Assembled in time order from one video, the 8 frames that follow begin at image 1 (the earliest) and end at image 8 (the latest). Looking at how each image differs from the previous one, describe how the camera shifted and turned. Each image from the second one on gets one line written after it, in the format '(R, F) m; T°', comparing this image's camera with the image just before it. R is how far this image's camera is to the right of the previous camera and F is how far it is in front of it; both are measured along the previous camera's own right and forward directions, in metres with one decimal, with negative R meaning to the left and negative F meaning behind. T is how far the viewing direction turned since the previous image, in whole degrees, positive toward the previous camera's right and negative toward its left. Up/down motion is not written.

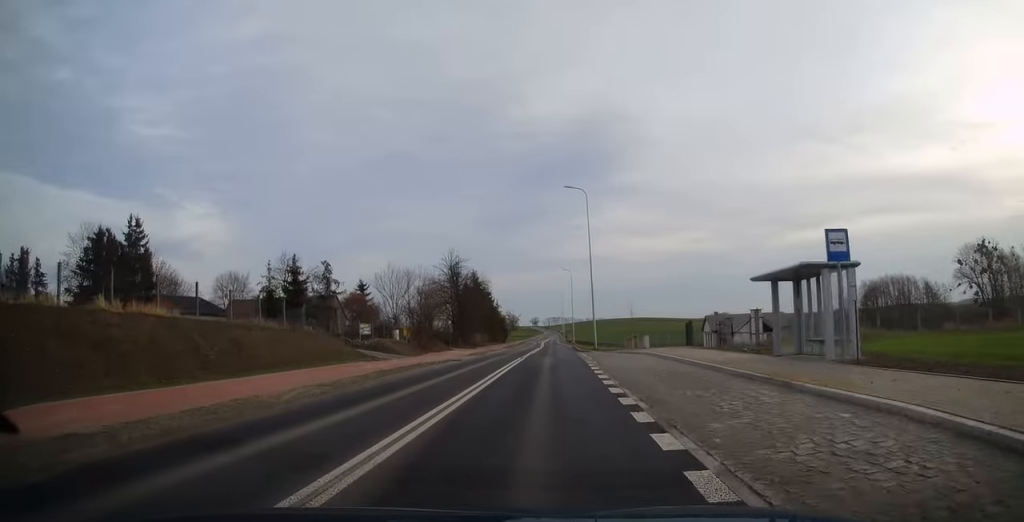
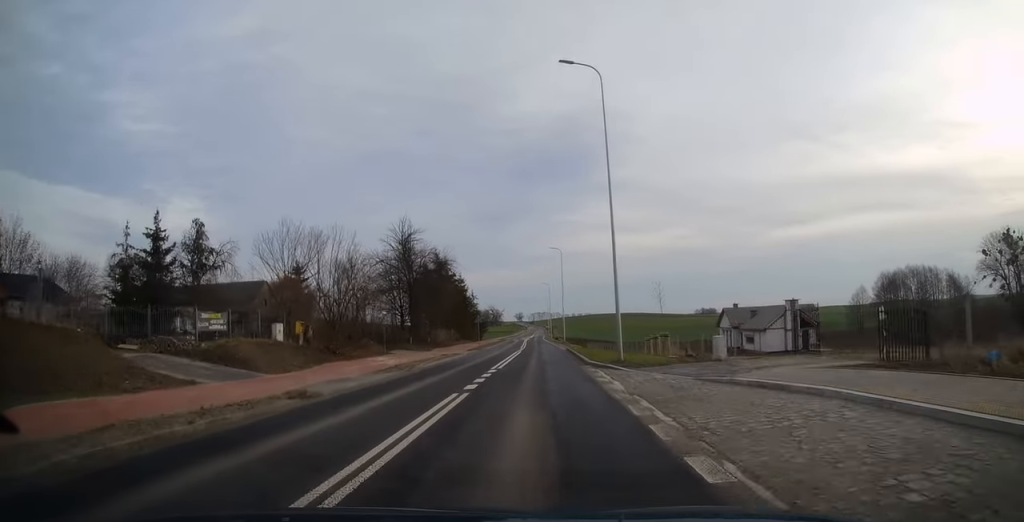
(0.0, +19.7) m; +1°
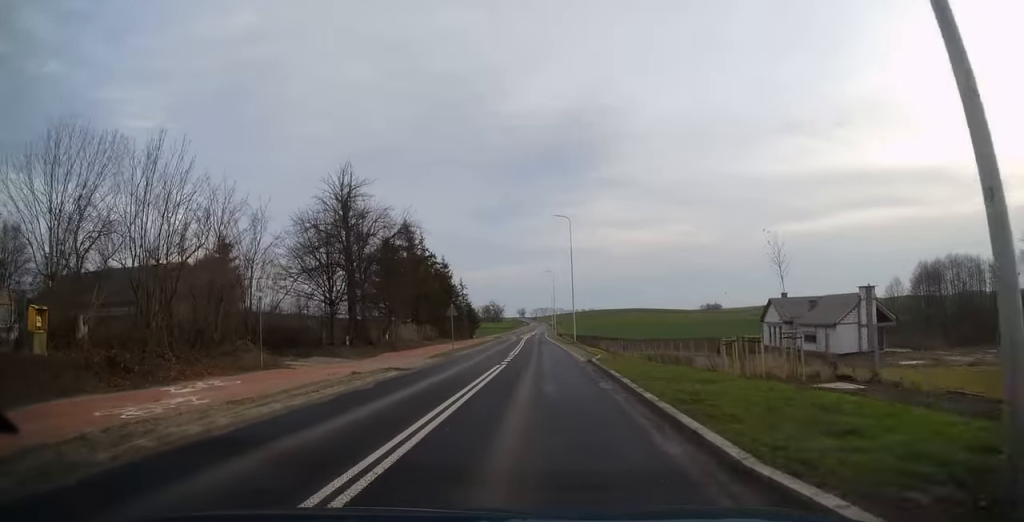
(+0.2, +18.3) m; +1°
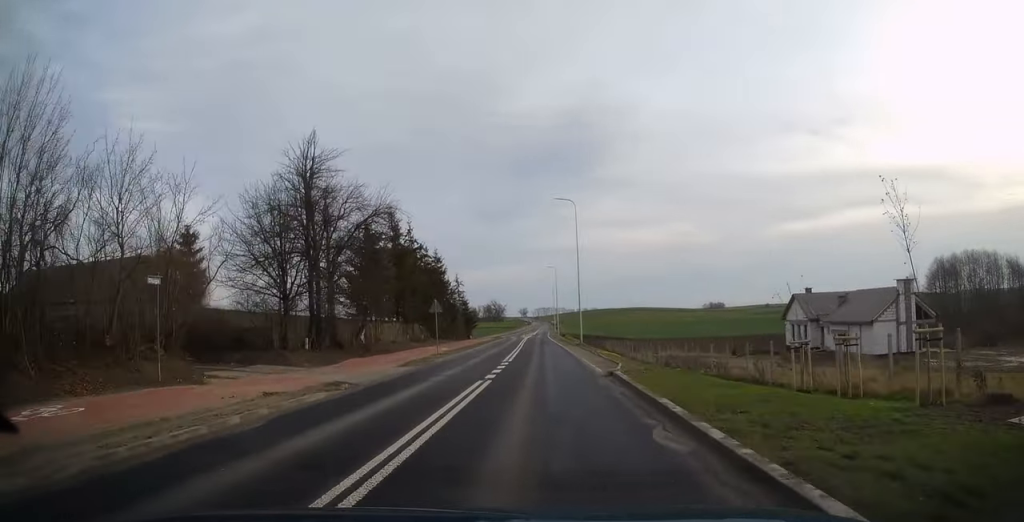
(+0.2, +6.7) m; 0°
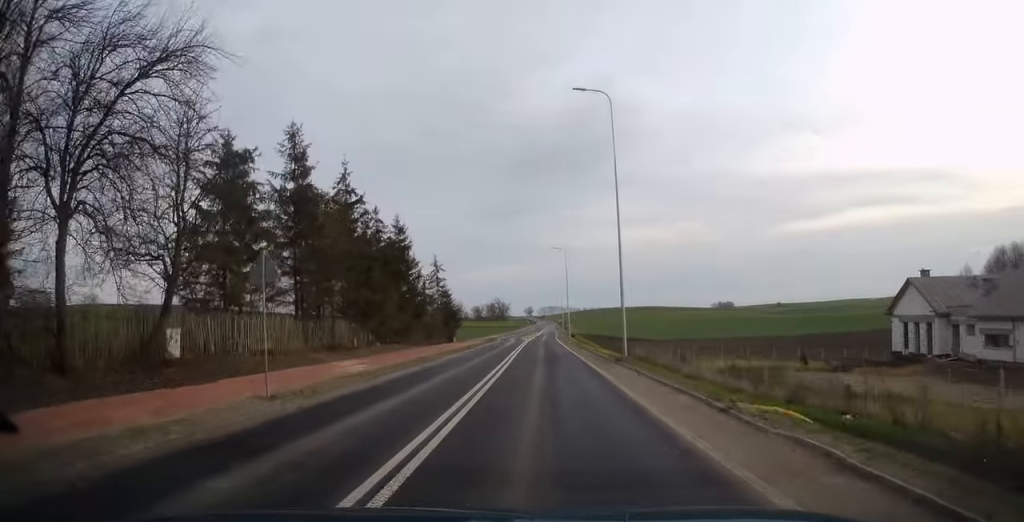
(-0.4, +22.1) m; -1°
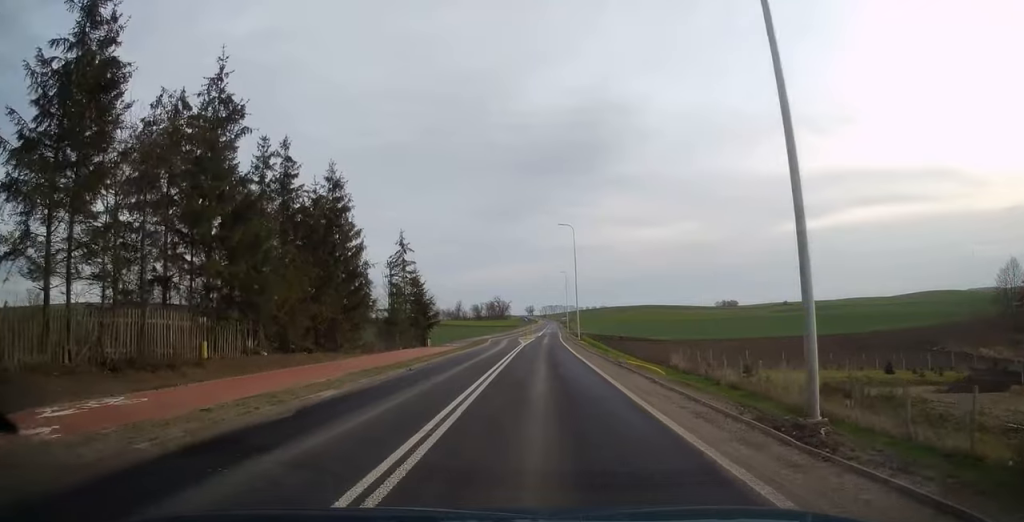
(0.0, +16.8) m; 0°
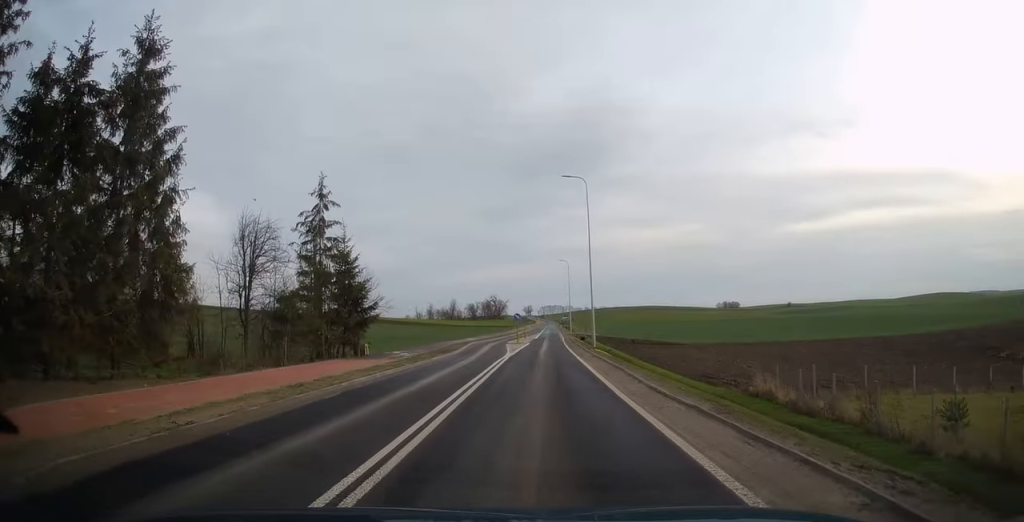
(+0.2, +19.0) m; +1°
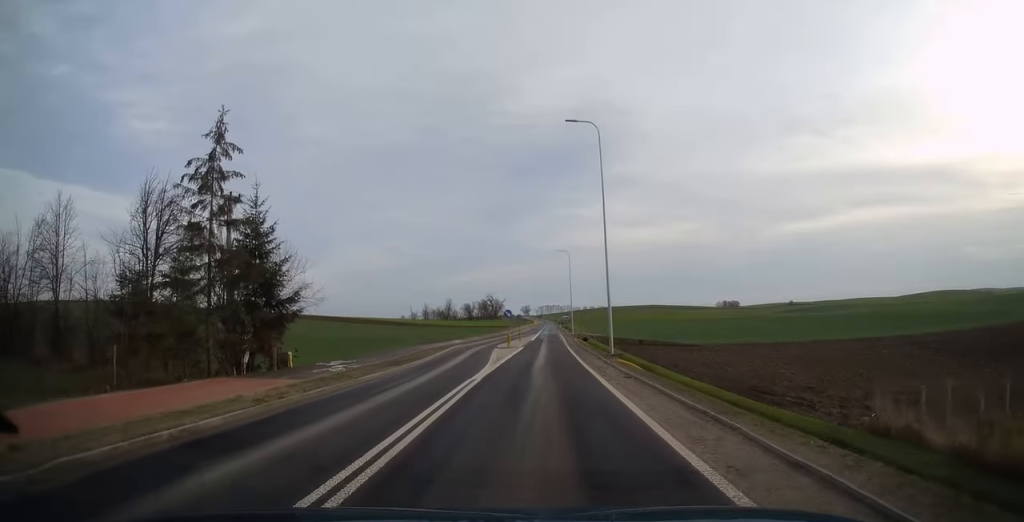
(+0.3, +10.9) m; 0°
